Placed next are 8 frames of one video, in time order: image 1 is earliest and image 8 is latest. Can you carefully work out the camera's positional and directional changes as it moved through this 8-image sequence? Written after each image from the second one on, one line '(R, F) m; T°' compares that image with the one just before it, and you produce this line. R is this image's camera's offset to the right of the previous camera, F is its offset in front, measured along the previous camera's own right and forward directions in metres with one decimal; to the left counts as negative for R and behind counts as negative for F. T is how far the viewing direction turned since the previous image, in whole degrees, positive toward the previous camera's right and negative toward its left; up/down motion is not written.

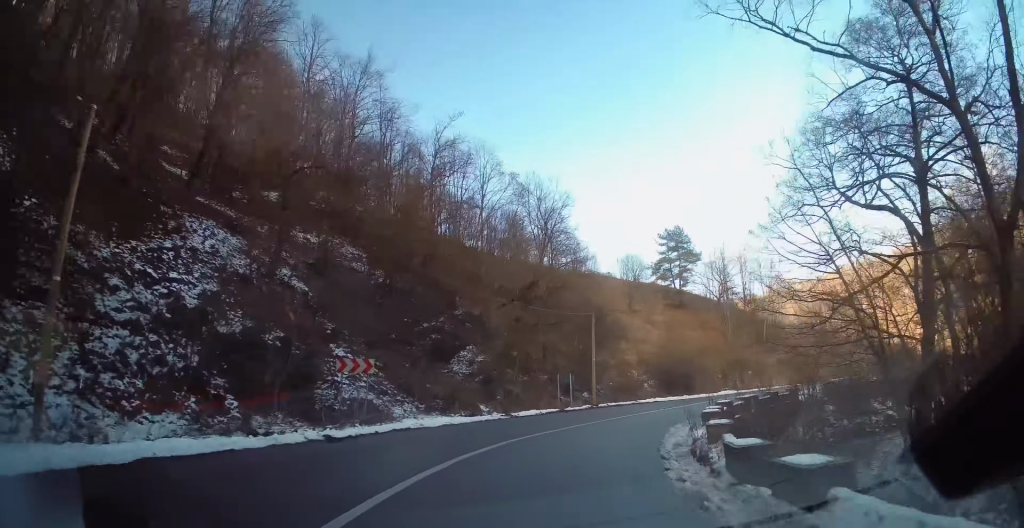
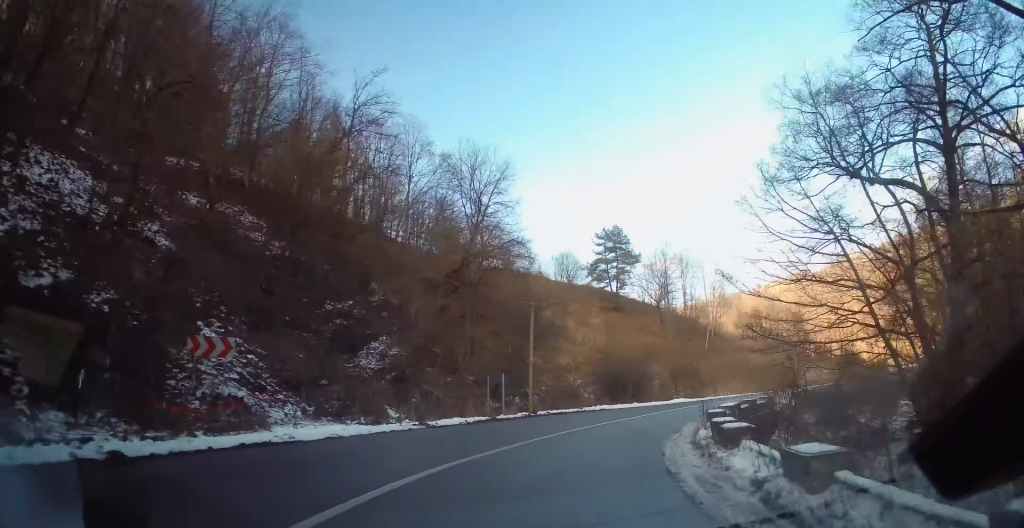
(+0.5, +5.9) m; +8°
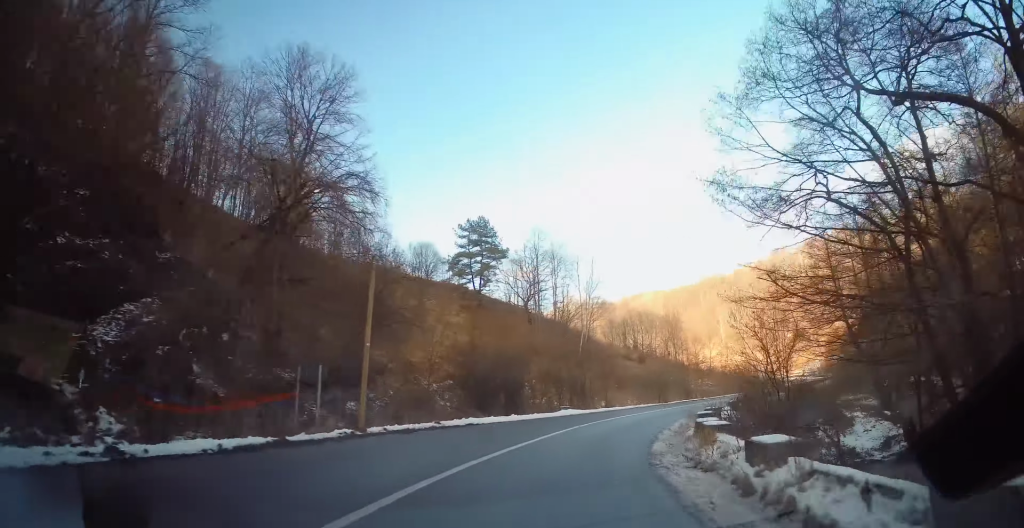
(+0.6, +9.7) m; +13°
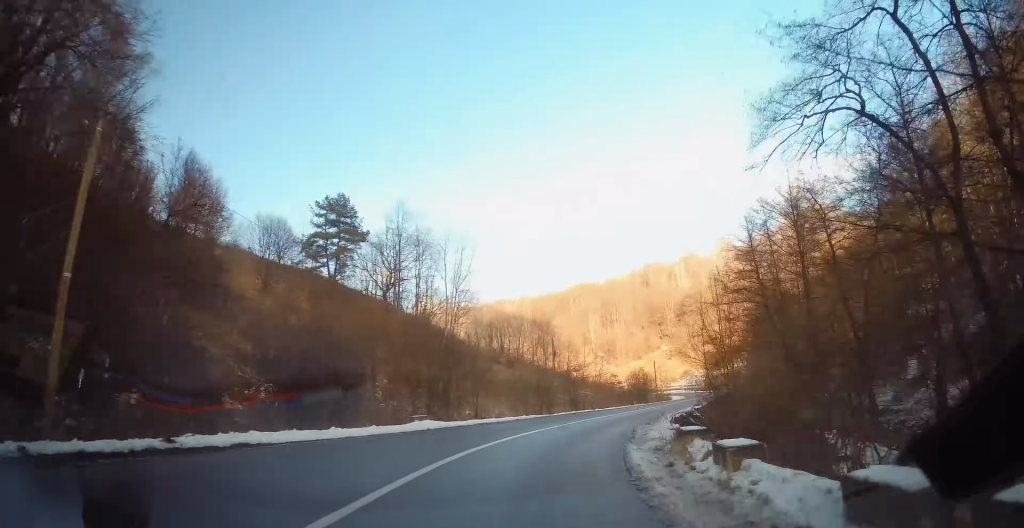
(+1.5, +9.7) m; +12°
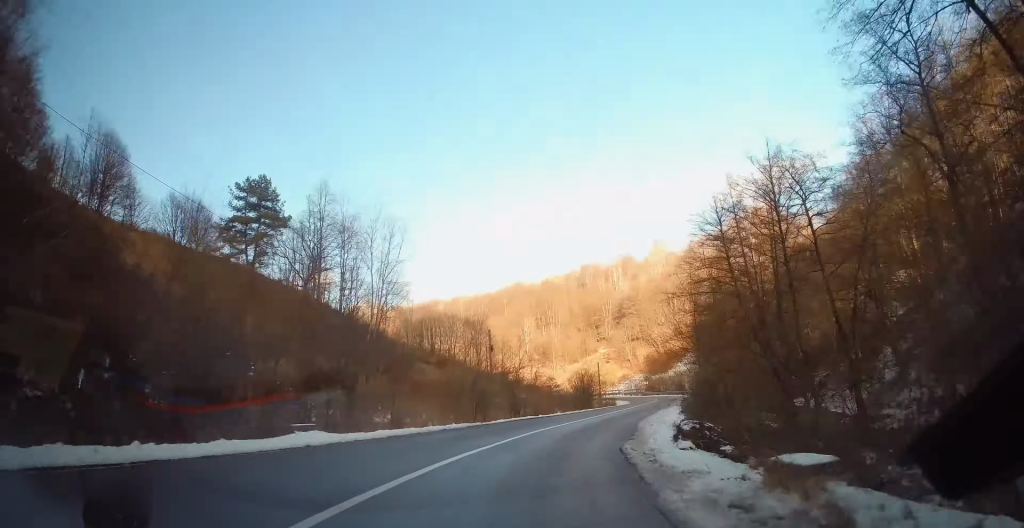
(+0.5, +6.3) m; +6°
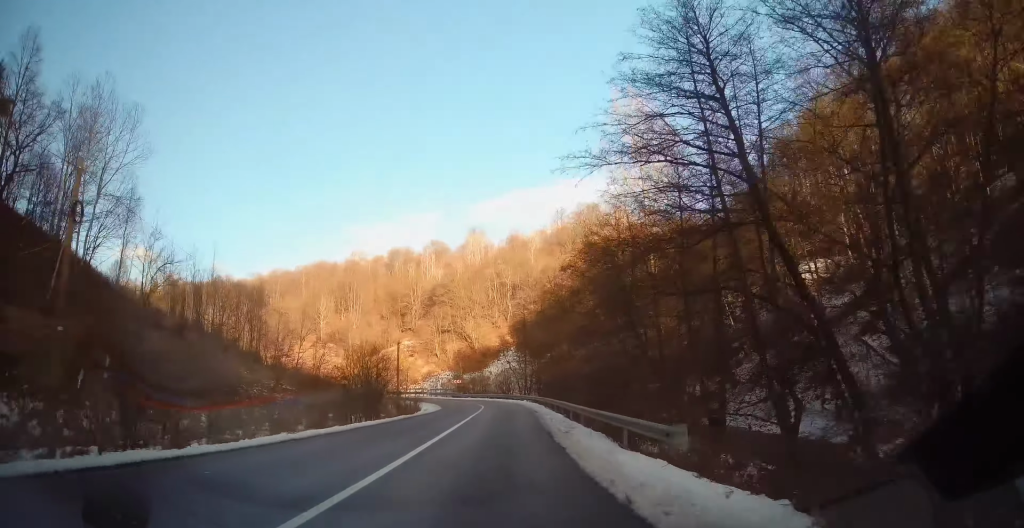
(+3.8, +22.8) m; +16°
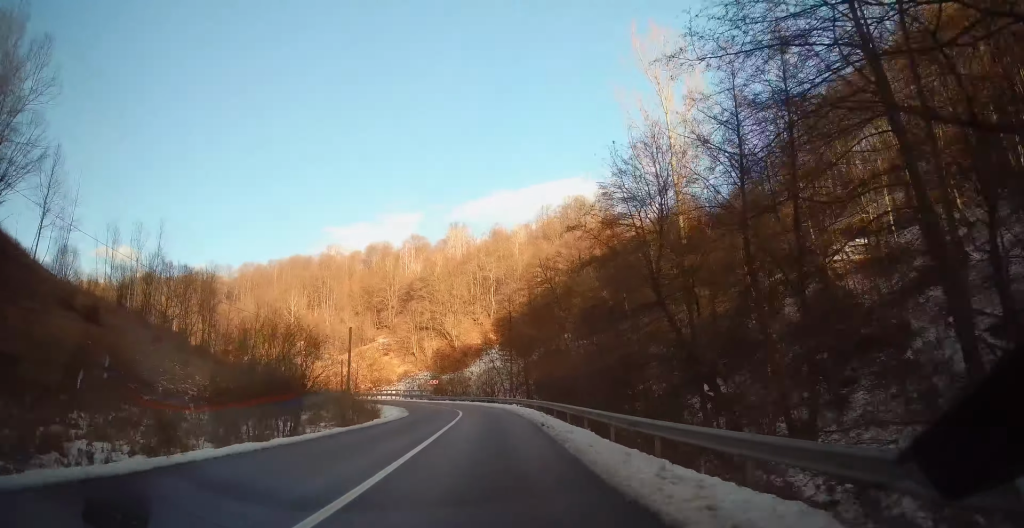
(+0.3, +10.5) m; +3°
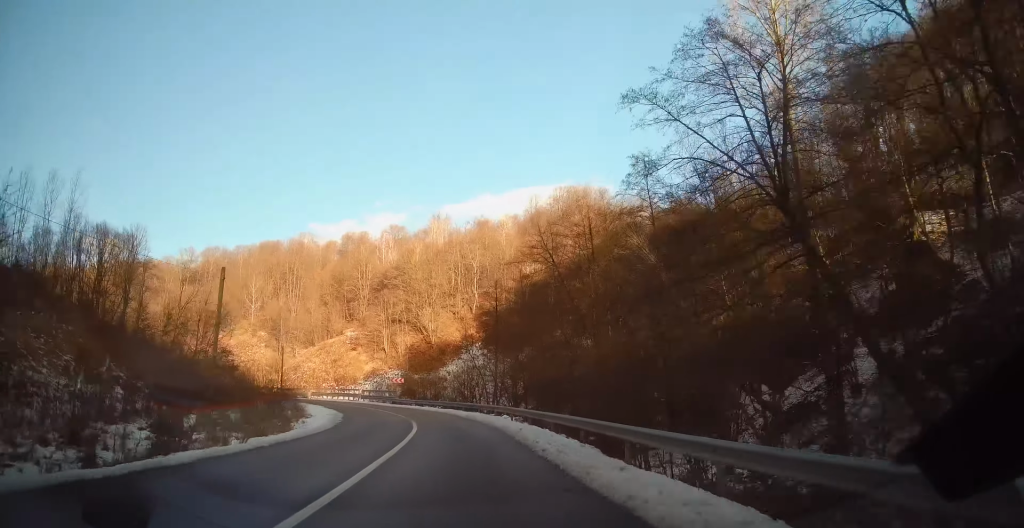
(+0.5, +15.9) m; 0°
